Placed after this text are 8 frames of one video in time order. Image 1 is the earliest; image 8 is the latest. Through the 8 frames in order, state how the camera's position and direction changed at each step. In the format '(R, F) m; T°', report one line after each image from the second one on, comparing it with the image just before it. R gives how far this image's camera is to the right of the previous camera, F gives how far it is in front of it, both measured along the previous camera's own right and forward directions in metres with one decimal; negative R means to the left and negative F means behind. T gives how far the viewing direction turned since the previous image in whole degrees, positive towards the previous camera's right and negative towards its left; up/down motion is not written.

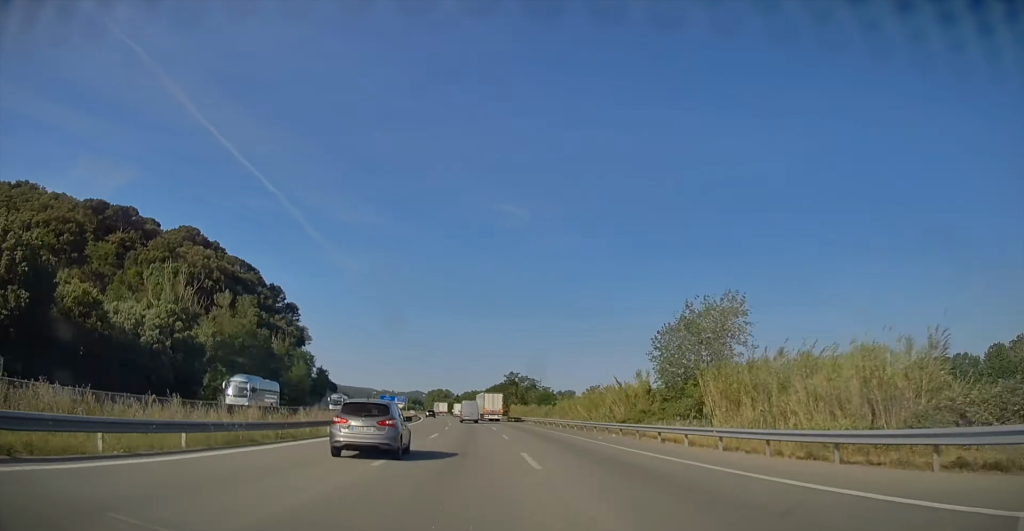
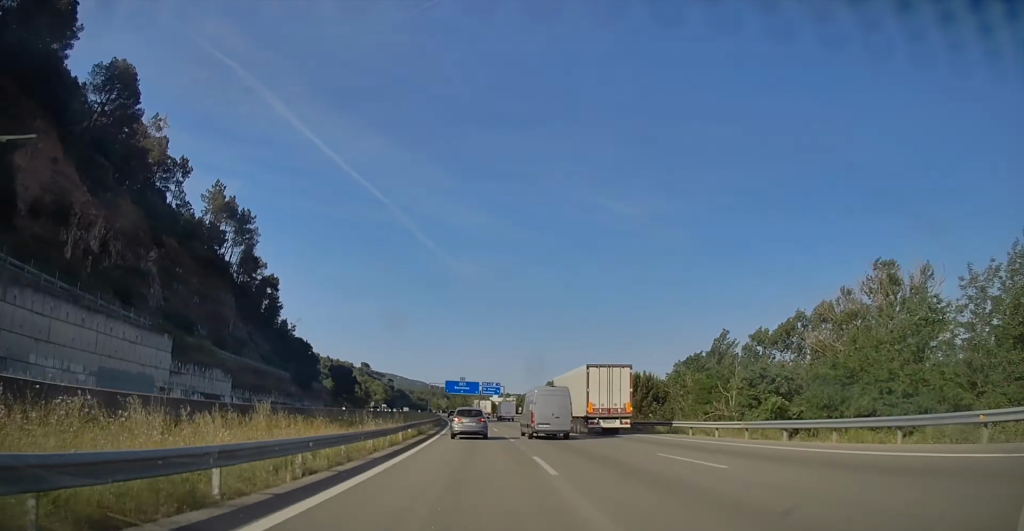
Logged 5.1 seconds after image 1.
(-11.4, +174.9) m; -6°
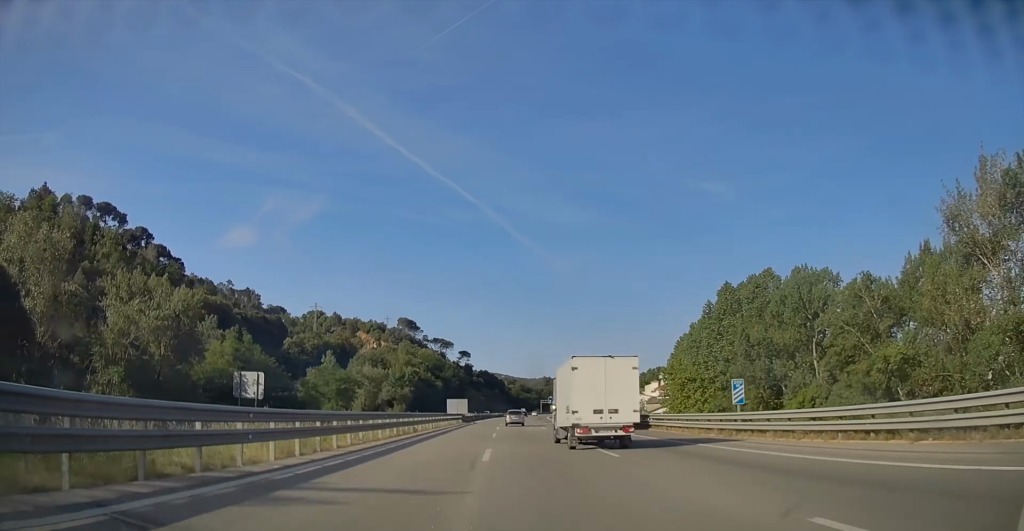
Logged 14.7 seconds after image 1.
(-23.6, +328.1) m; -1°
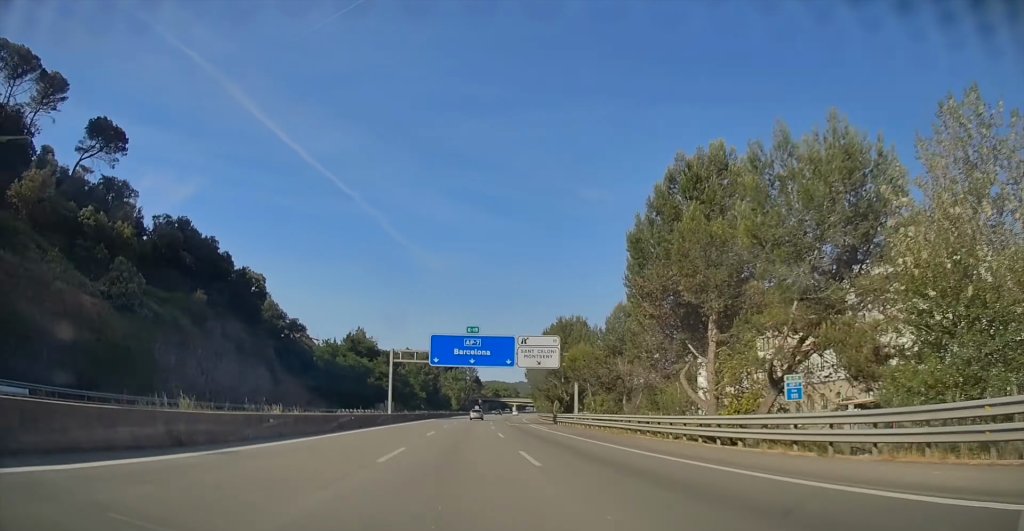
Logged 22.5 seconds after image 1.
(+11.7, +264.7) m; +7°
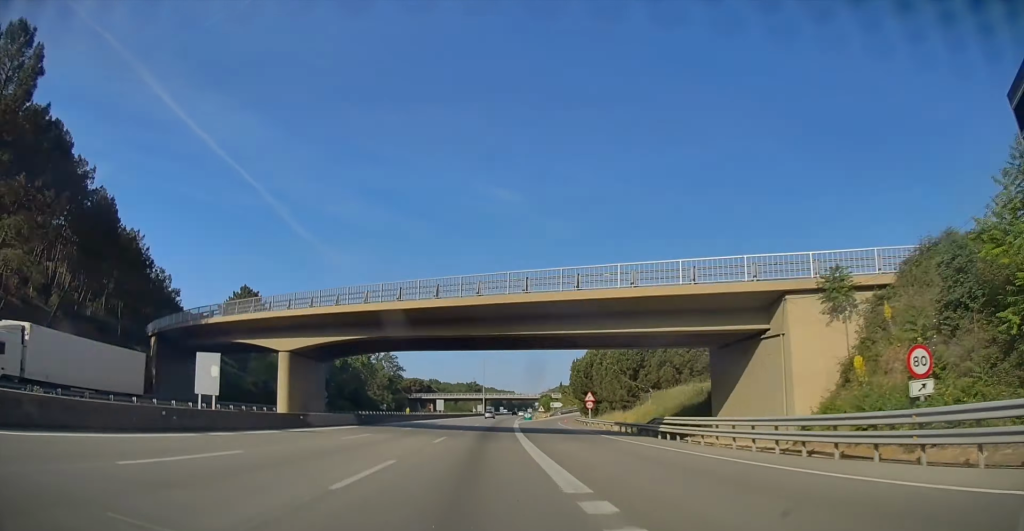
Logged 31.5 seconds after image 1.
(+28.4, +305.9) m; +9°
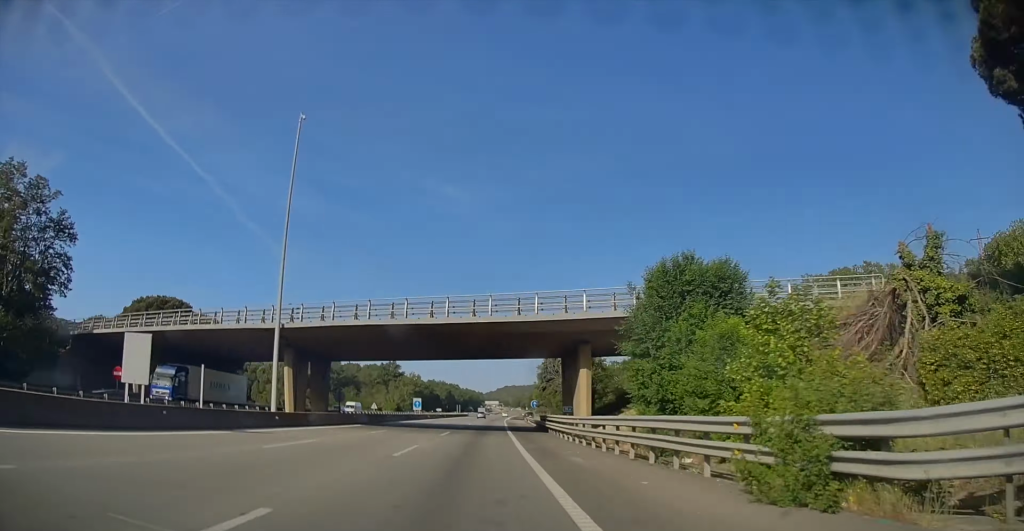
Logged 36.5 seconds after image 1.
(+6.3, +173.4) m; +3°
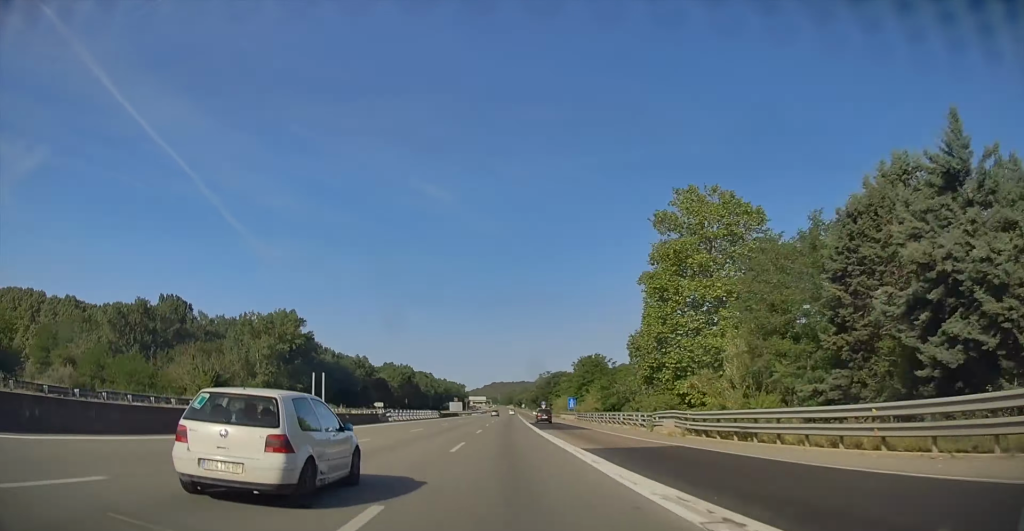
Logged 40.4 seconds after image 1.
(+3.4, +132.9) m; +1°
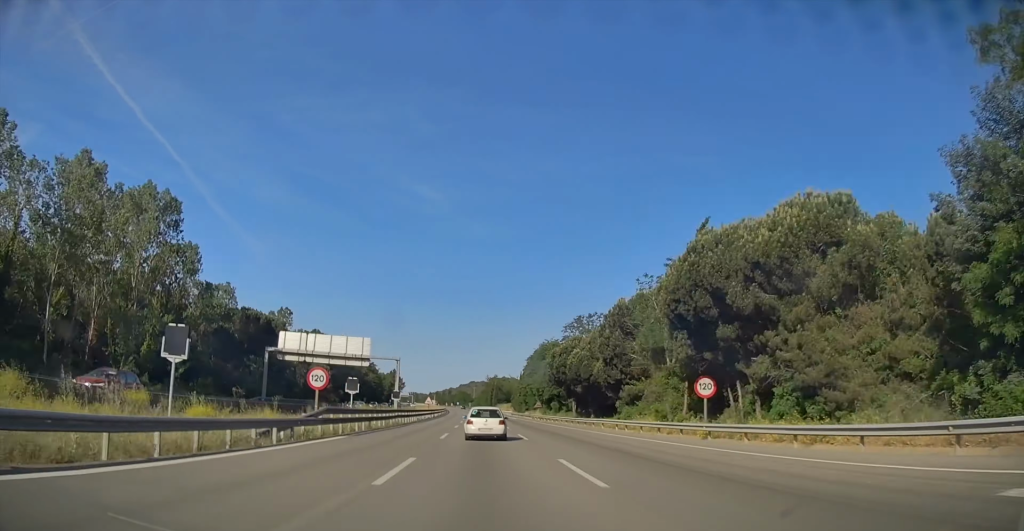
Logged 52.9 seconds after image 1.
(+6.0, +426.3) m; -1°
